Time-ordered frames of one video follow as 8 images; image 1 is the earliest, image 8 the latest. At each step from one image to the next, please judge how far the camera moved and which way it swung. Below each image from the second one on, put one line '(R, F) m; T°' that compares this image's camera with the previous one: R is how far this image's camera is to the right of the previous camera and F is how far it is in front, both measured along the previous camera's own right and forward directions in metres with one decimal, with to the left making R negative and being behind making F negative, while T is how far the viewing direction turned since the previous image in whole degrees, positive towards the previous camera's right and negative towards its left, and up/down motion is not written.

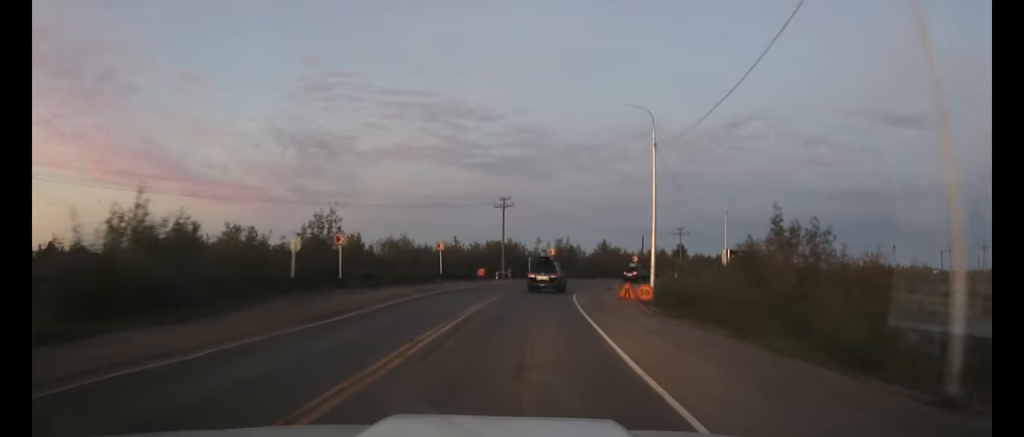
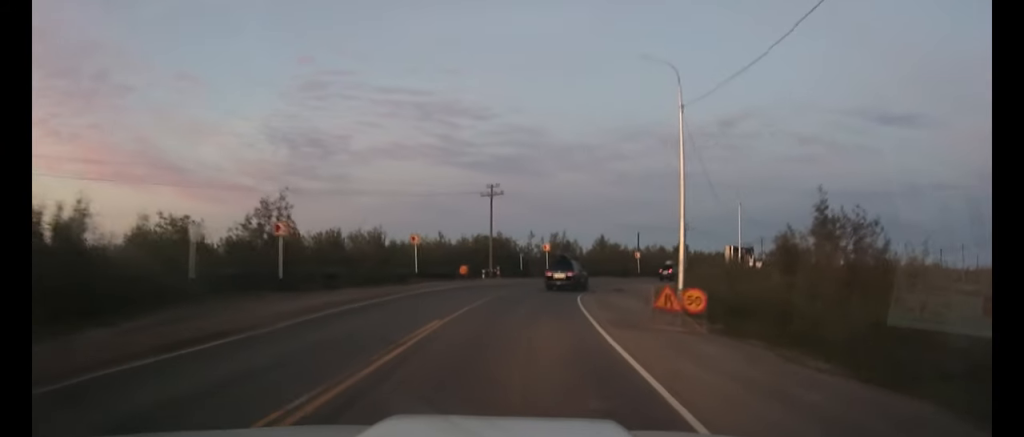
(+0.1, +7.9) m; +1°
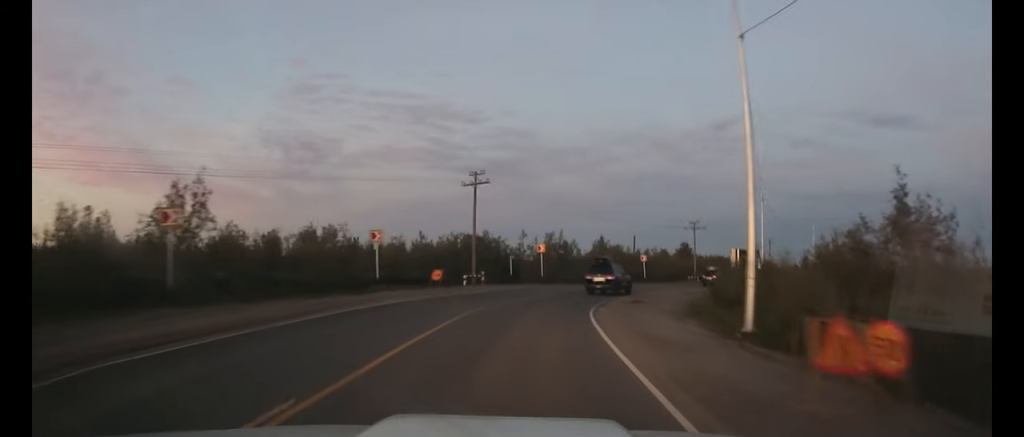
(+0.1, +9.0) m; +2°
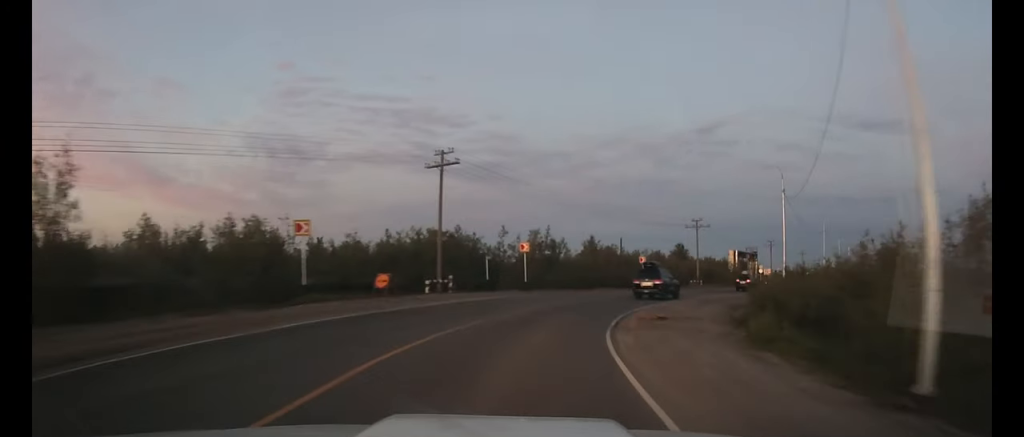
(+0.1, +8.9) m; +3°
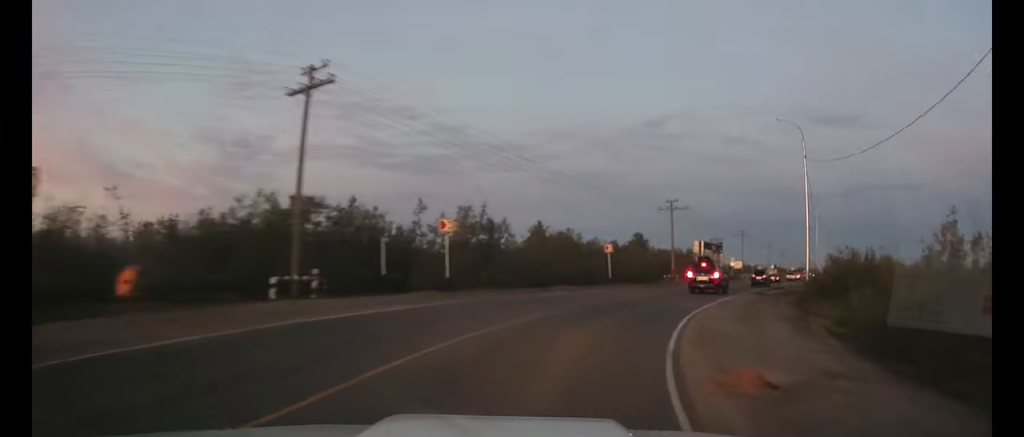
(+0.7, +13.8) m; +8°
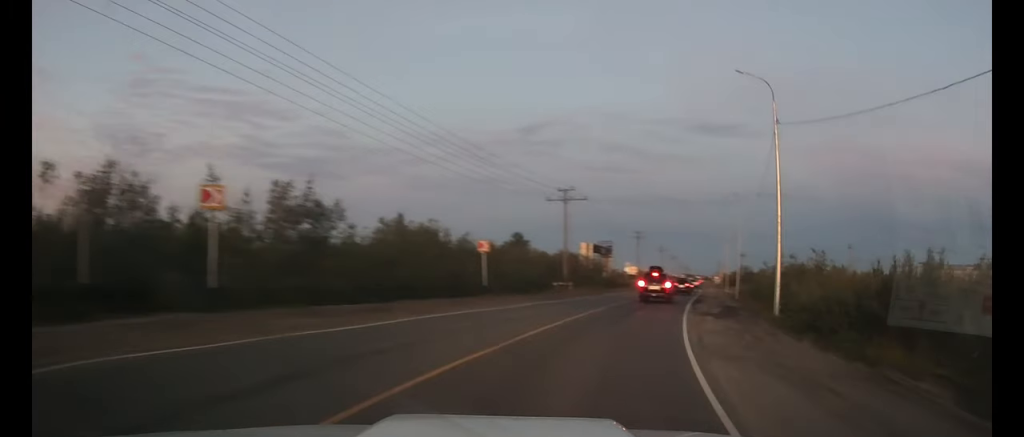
(+1.0, +11.9) m; +11°
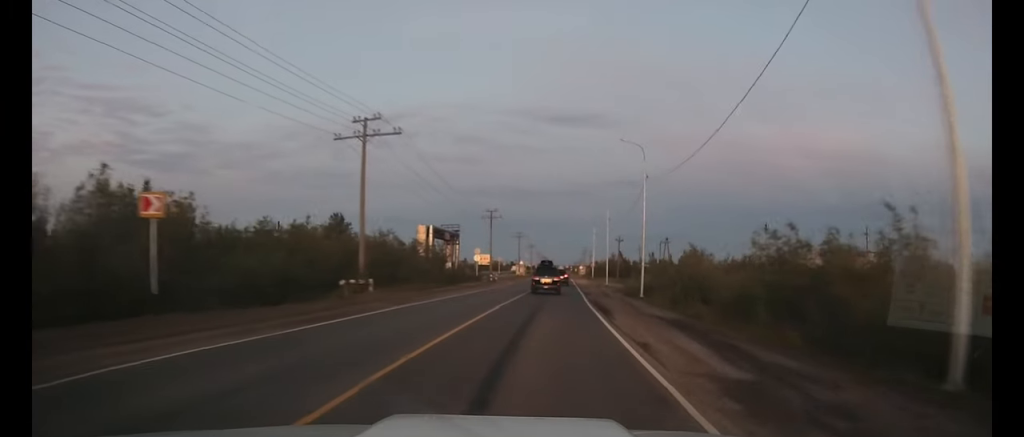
(+2.8, +19.8) m; +12°
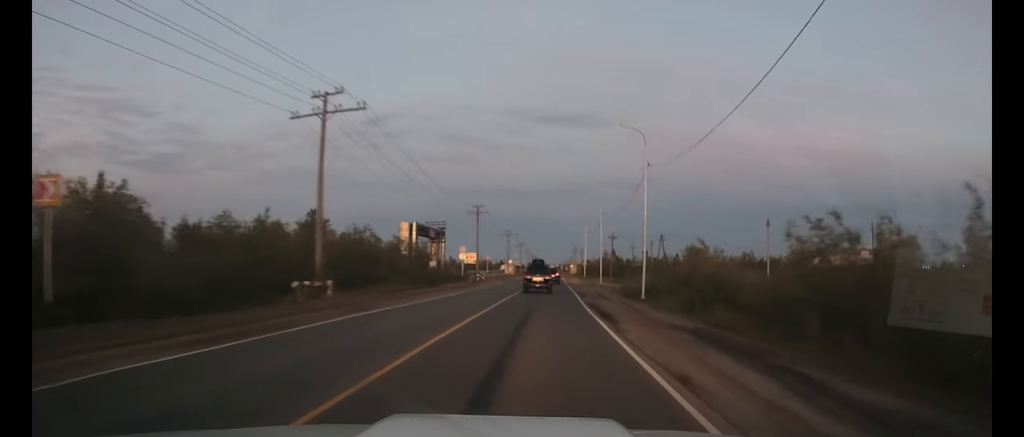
(0.0, +4.3) m; +1°
